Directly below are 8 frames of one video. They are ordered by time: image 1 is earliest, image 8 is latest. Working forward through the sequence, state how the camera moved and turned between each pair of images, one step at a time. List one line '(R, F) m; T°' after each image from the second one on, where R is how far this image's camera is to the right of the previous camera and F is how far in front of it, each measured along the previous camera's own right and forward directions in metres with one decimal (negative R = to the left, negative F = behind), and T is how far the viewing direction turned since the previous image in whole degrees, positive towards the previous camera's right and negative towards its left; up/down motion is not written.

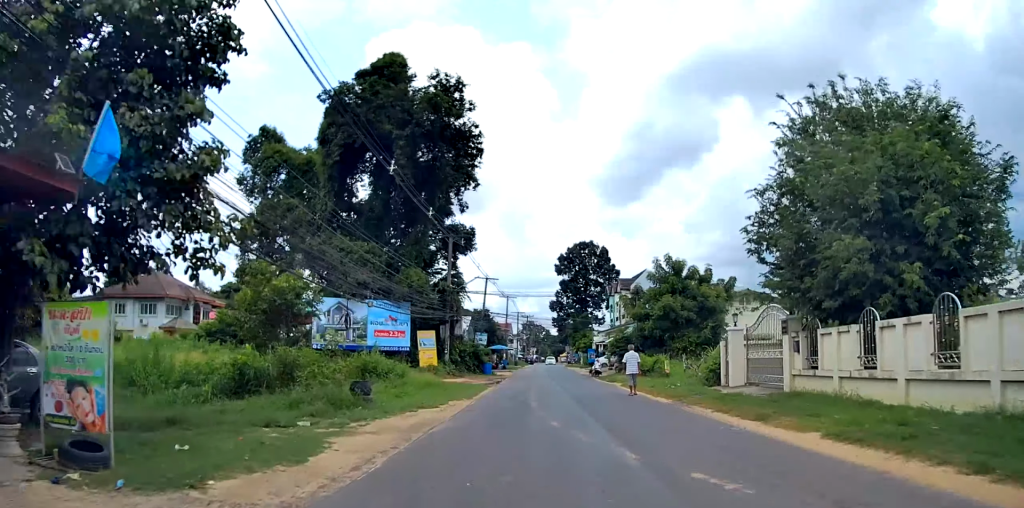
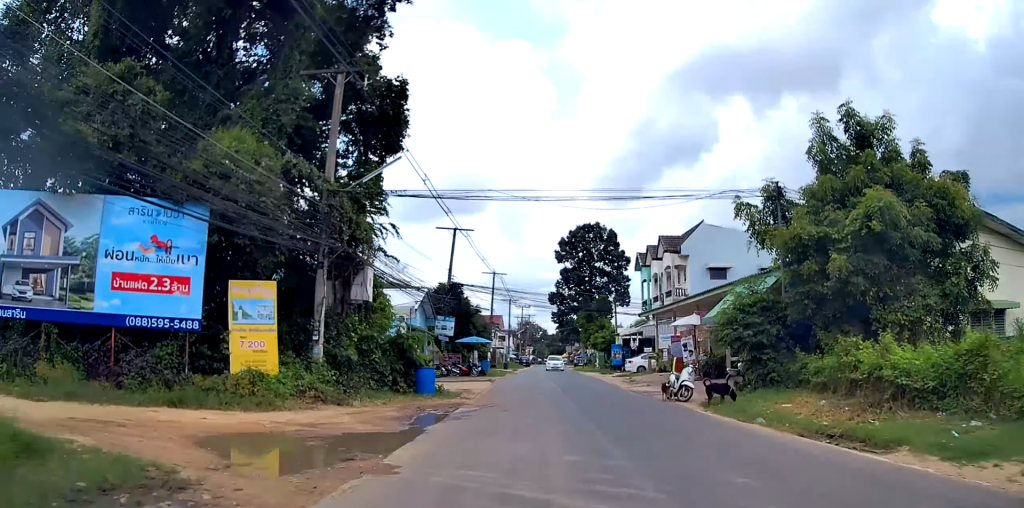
(+0.4, +25.6) m; +2°
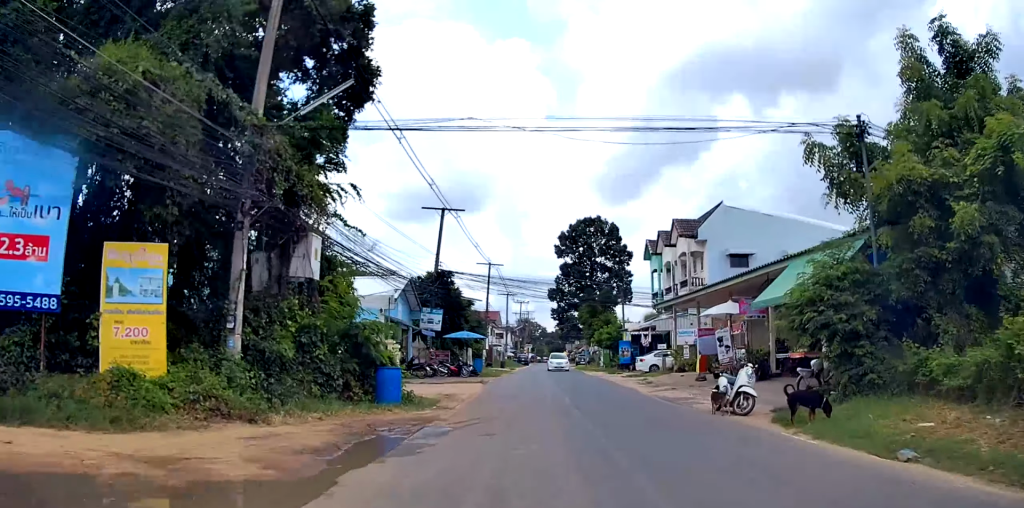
(0.0, +5.0) m; 0°
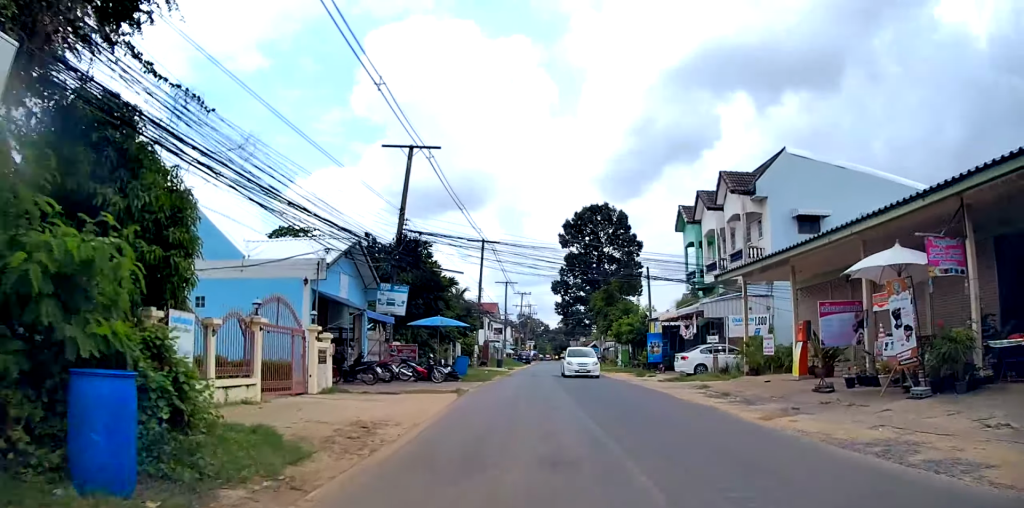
(+0.1, +10.8) m; -2°
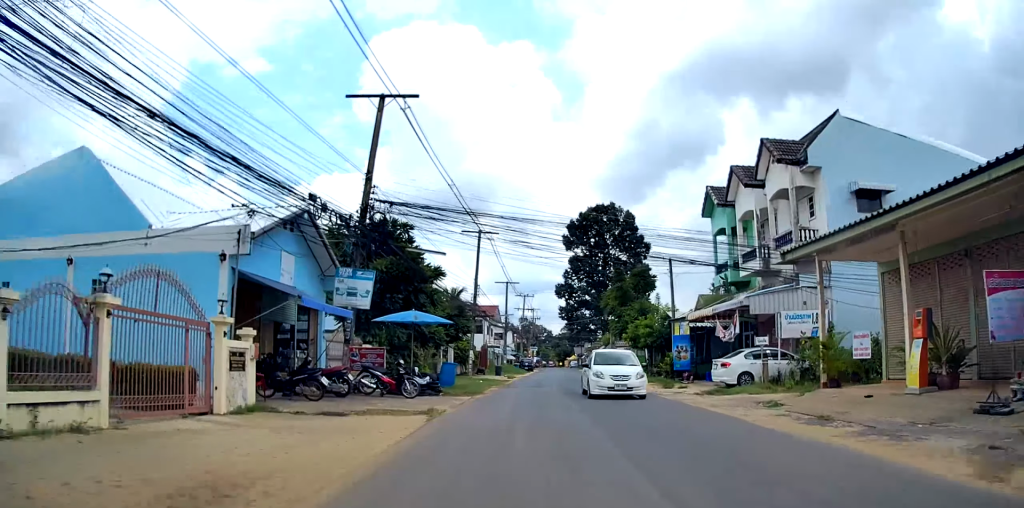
(-0.2, +6.0) m; -1°
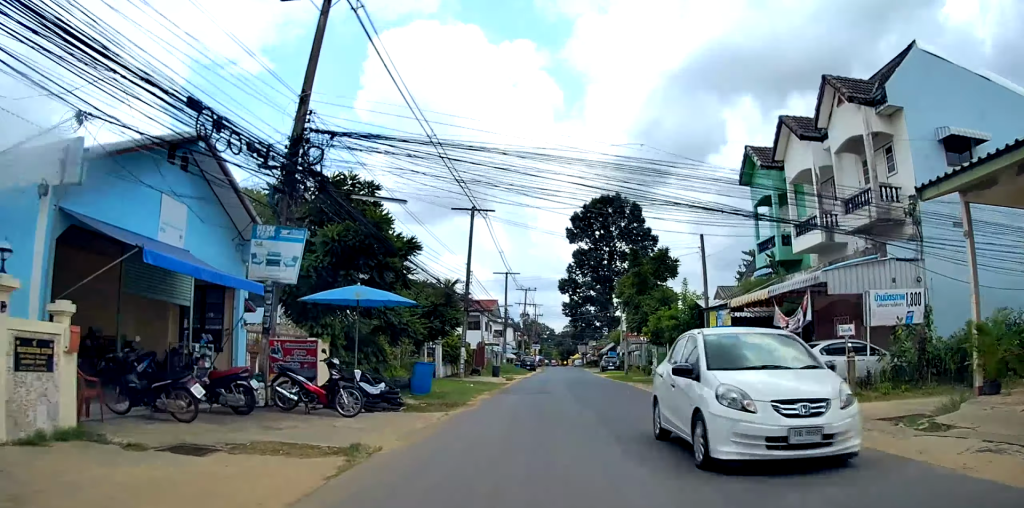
(-0.2, +6.0) m; -1°
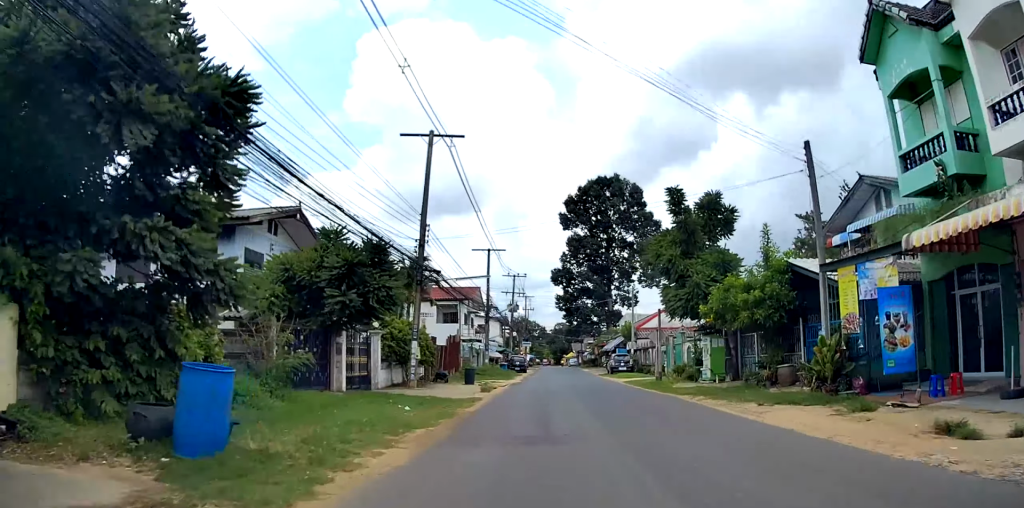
(+0.2, +12.2) m; +2°
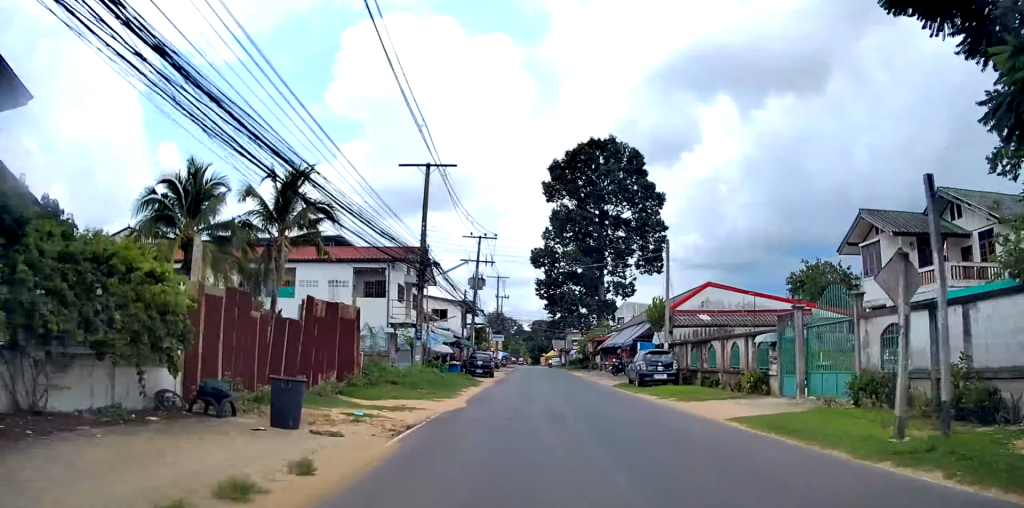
(+0.2, +20.1) m; 0°
